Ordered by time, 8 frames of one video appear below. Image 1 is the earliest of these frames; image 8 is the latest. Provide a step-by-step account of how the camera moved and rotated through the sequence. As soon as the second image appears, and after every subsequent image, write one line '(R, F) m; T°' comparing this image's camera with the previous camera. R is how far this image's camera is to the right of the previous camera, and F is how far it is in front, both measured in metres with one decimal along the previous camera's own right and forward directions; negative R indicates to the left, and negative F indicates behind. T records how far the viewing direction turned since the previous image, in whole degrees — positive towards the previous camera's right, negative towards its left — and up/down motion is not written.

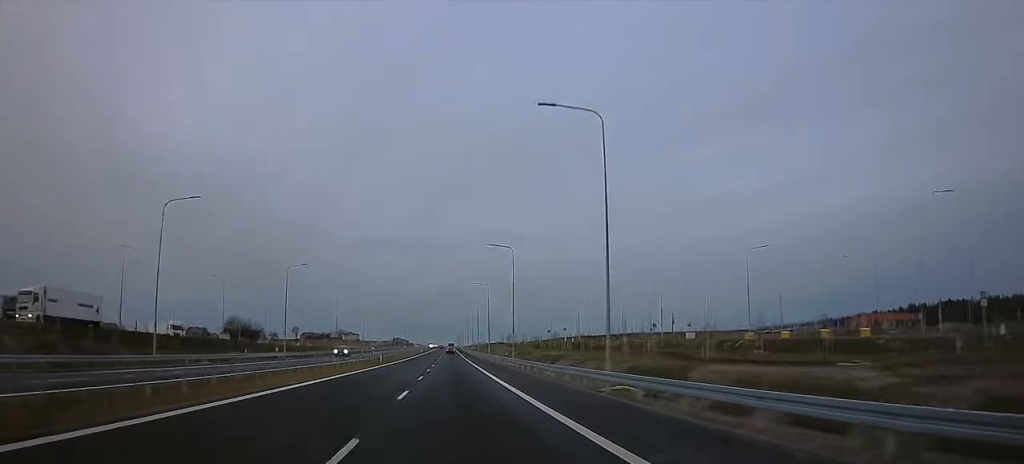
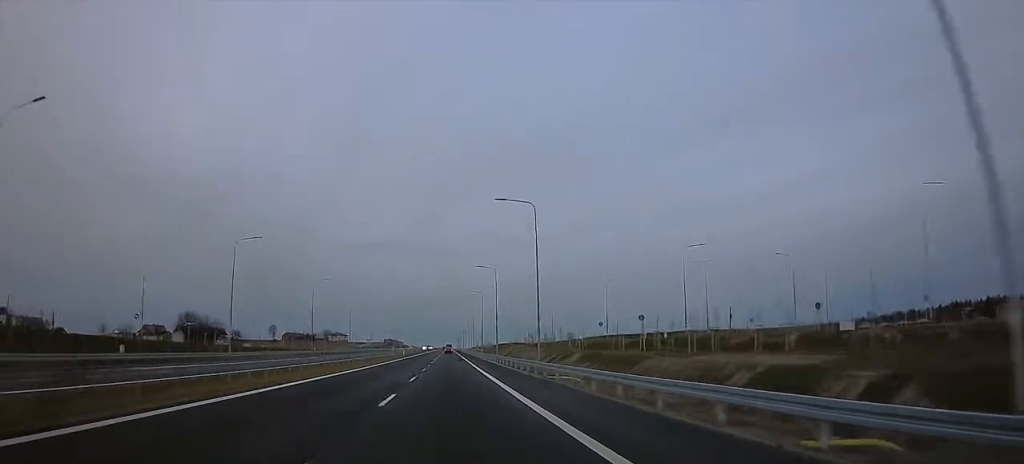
(0.0, +62.6) m; 0°
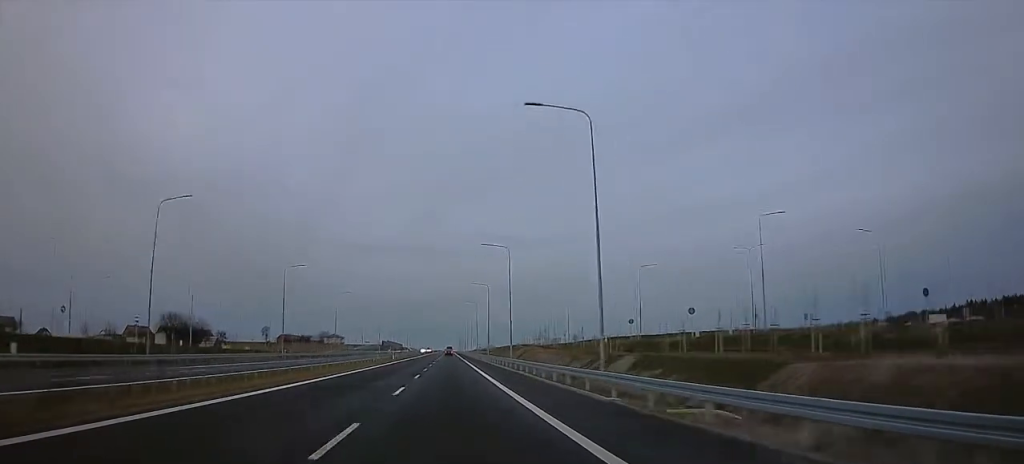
(0.0, +19.4) m; +1°
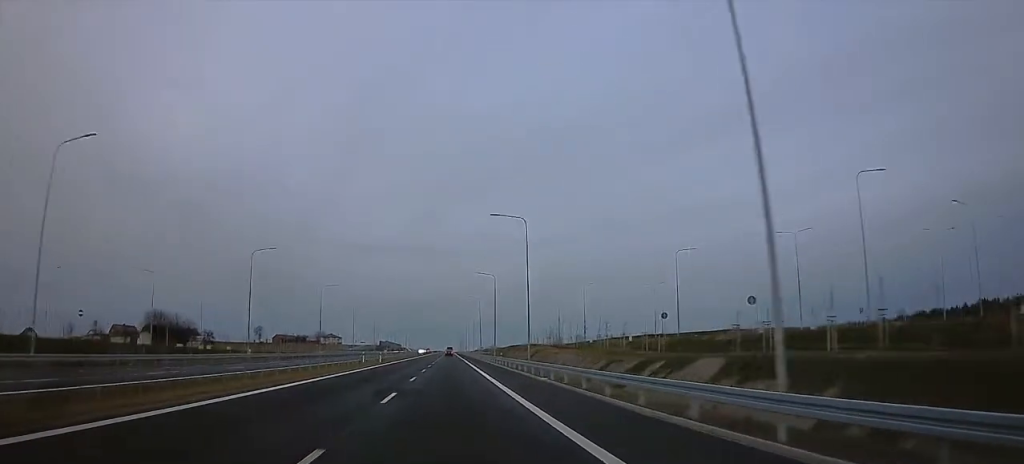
(0.0, +15.3) m; +1°
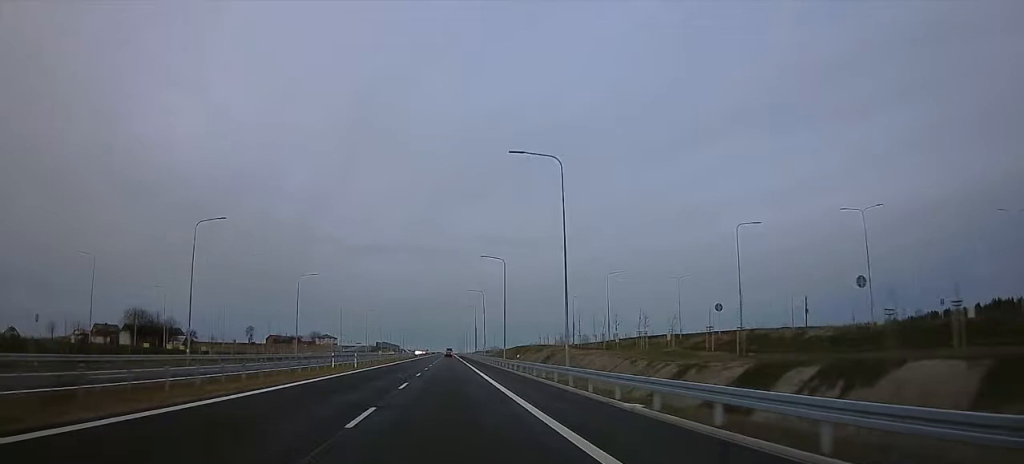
(+0.5, +17.4) m; 0°
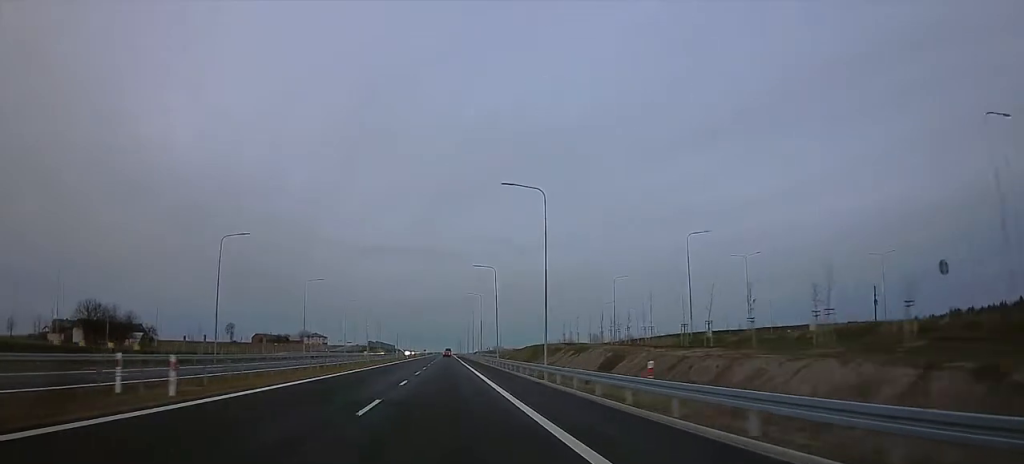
(-0.5, +33.5) m; -1°
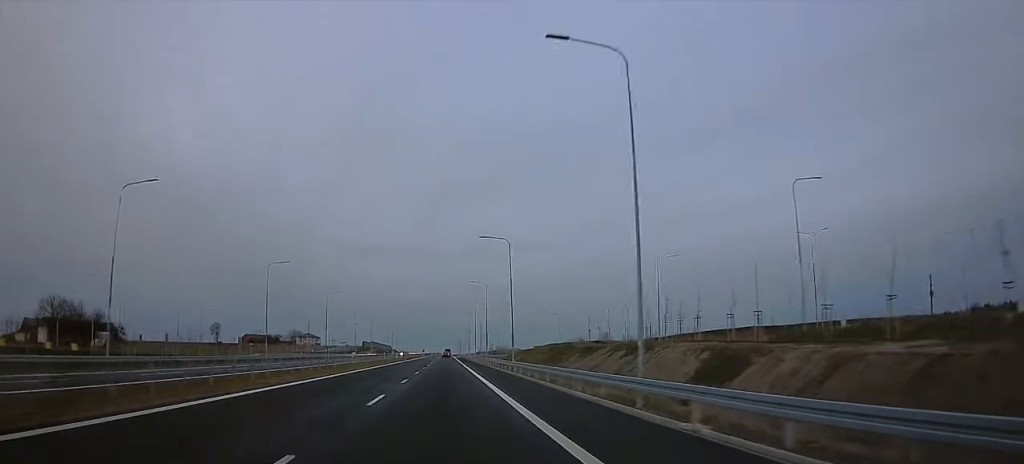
(-0.1, +21.2) m; 0°
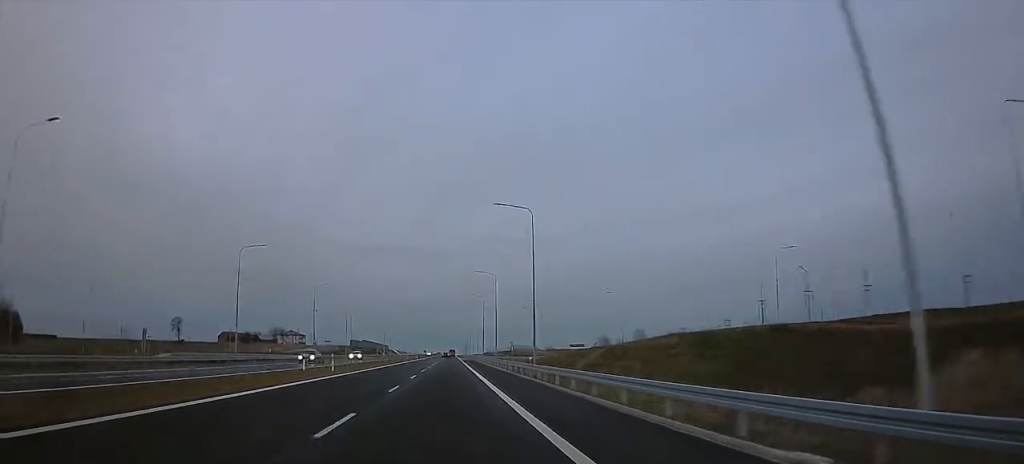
(0.0, +53.8) m; 0°
